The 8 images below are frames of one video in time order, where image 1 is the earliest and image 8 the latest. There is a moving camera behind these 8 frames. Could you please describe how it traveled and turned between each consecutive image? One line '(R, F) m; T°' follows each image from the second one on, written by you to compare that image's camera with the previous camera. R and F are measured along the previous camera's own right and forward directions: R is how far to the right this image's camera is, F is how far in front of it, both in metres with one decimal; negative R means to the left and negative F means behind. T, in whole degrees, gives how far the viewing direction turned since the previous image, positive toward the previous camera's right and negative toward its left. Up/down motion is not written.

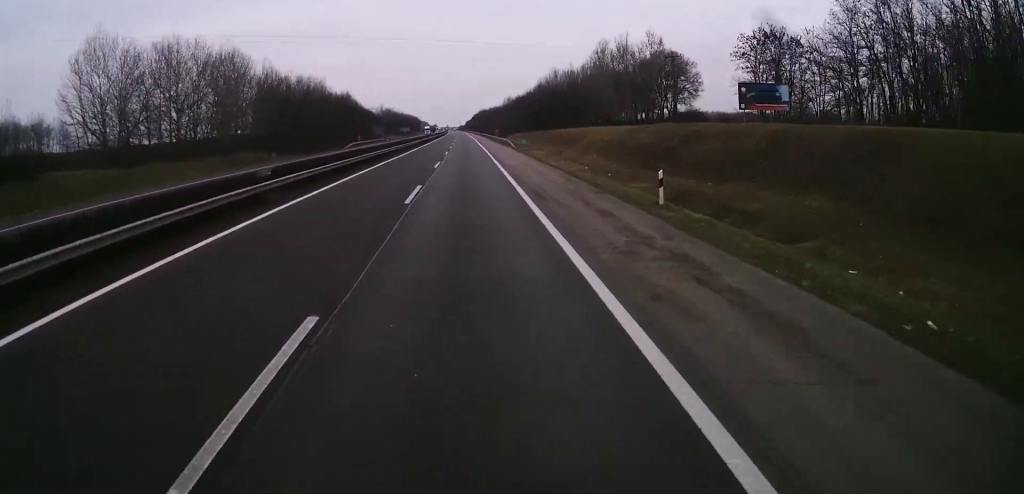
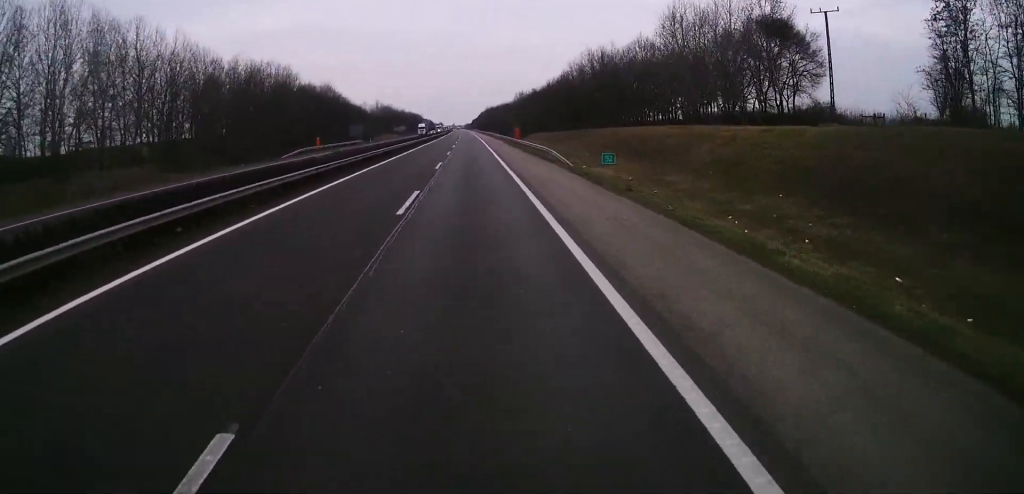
(-0.4, +39.2) m; 0°
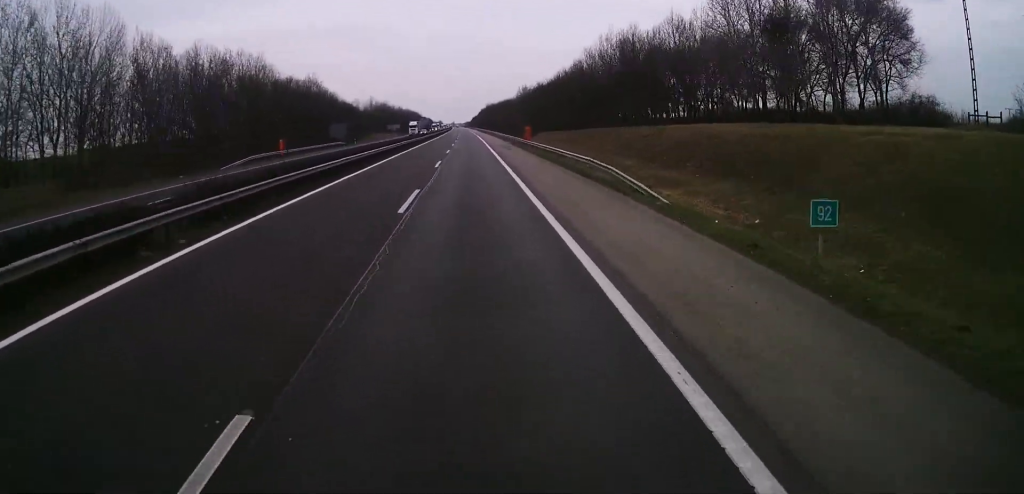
(+0.4, +17.7) m; 0°
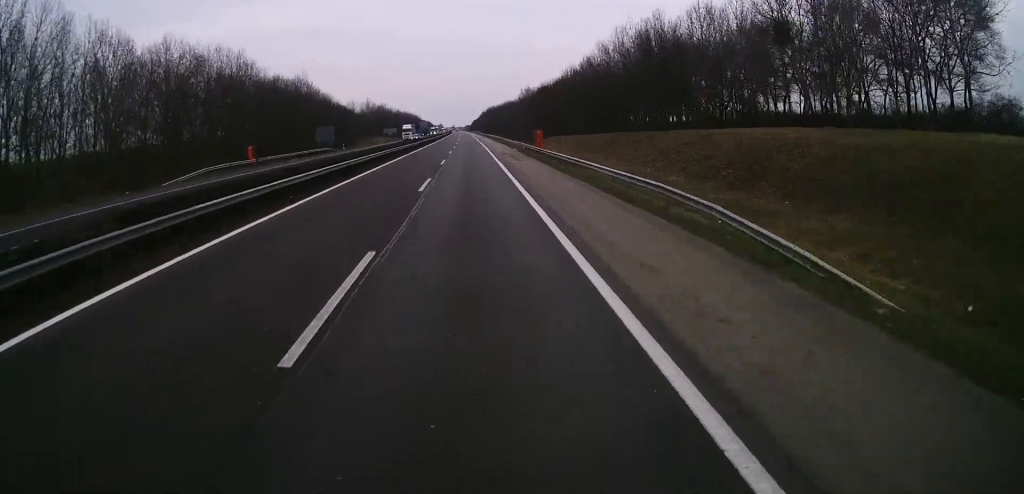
(-0.3, +10.8) m; -1°
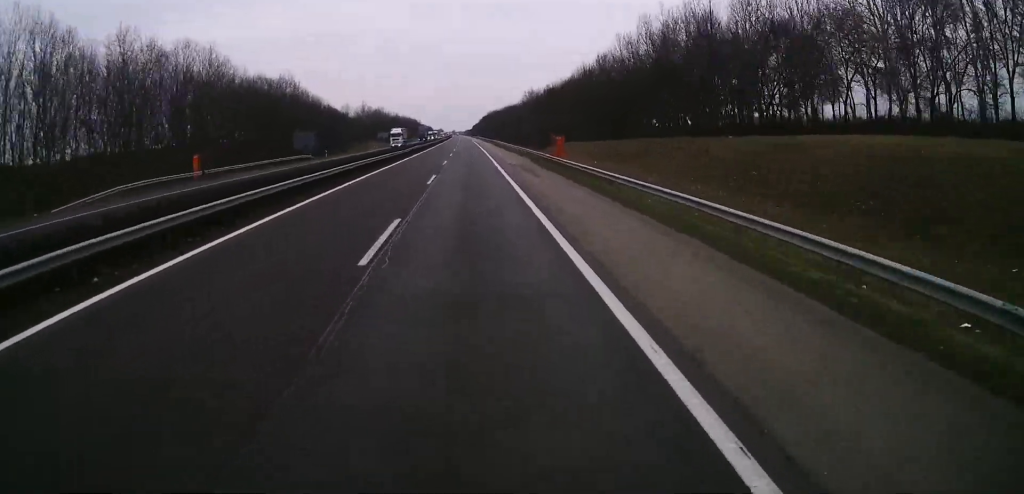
(-0.2, +13.0) m; -1°
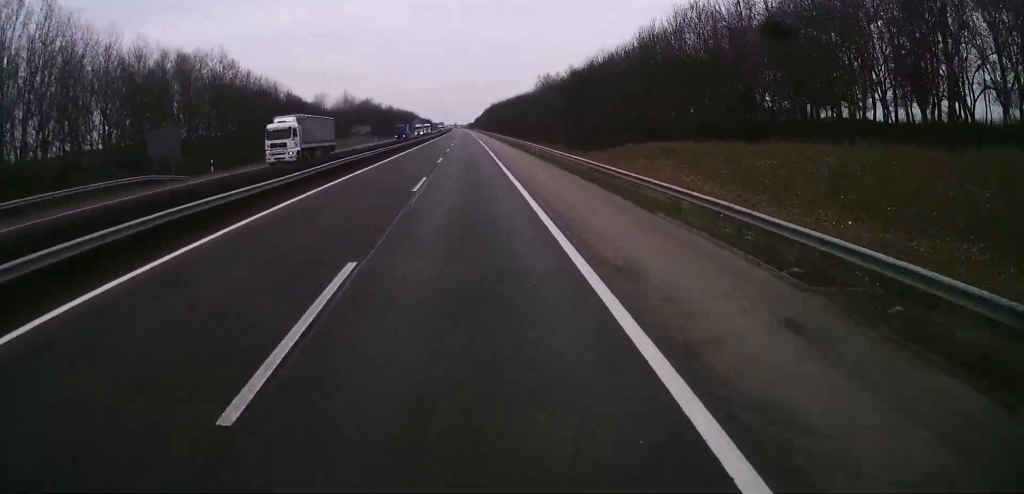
(+0.3, +42.1) m; +1°
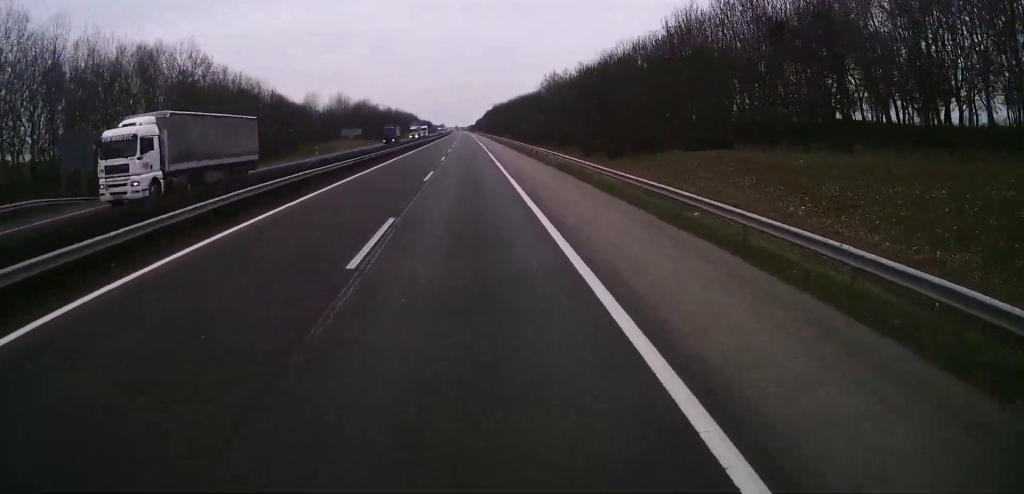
(+0.1, +12.3) m; 0°
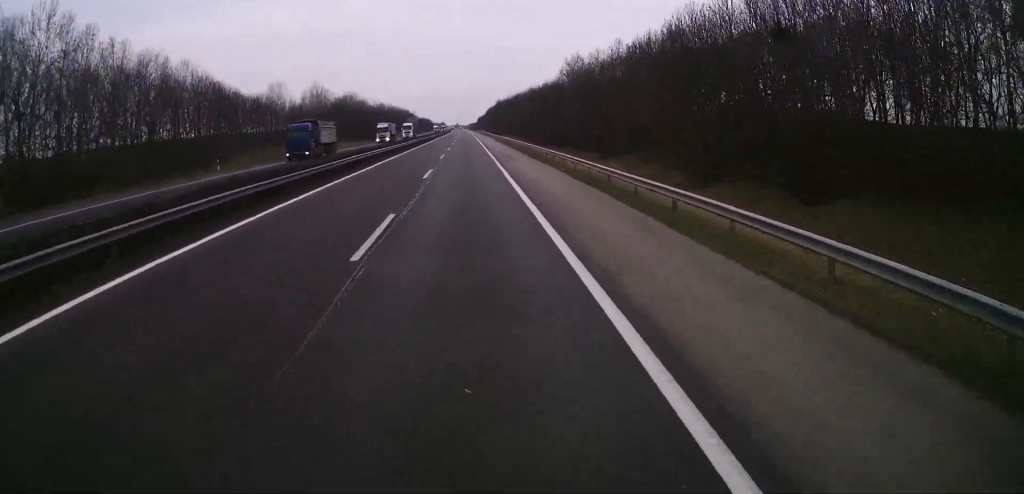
(-0.4, +35.5) m; -1°
